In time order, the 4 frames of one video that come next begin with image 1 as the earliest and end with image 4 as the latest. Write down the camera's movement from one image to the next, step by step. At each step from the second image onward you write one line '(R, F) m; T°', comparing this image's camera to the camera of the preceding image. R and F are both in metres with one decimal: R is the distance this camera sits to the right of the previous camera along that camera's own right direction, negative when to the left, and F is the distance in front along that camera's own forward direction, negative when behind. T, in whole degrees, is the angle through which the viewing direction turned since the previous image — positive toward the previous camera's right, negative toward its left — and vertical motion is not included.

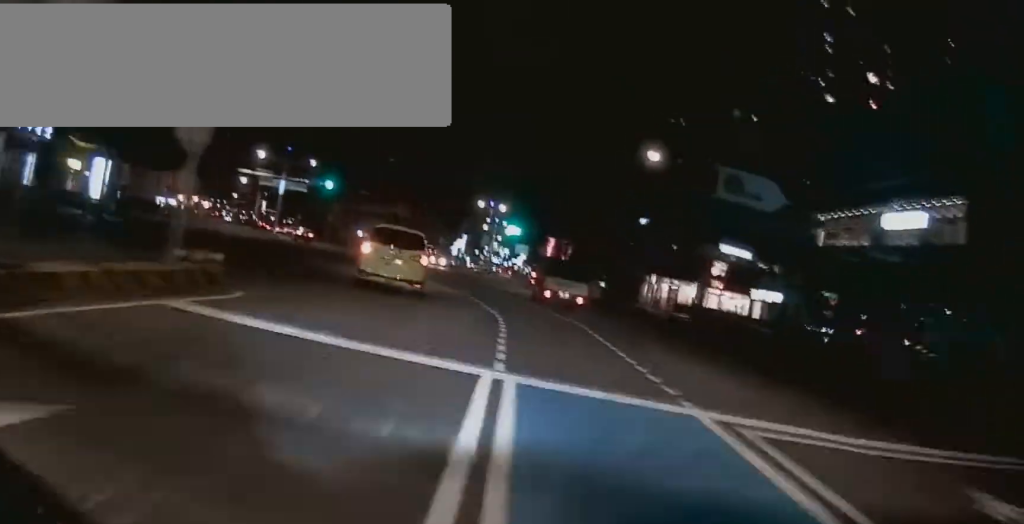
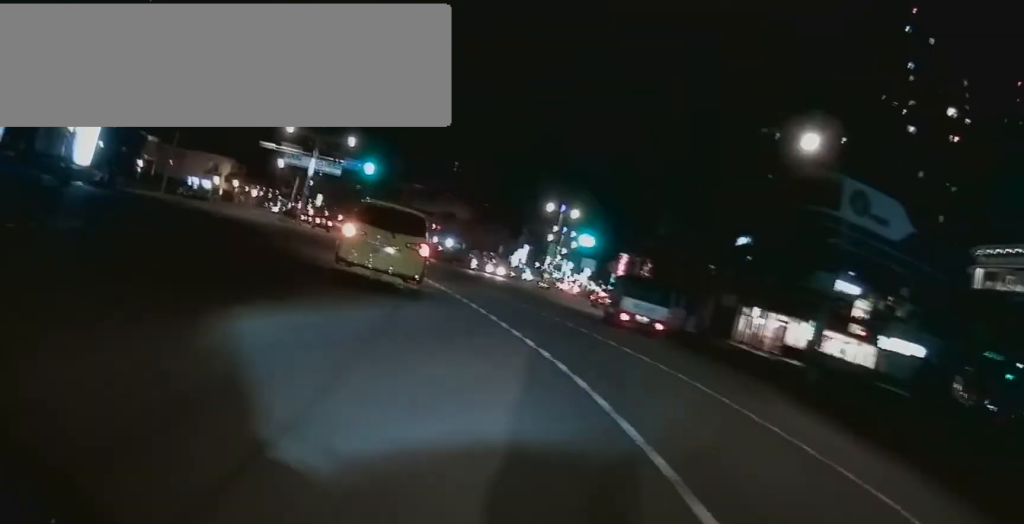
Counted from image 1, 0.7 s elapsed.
(-1.2, +14.2) m; -2°
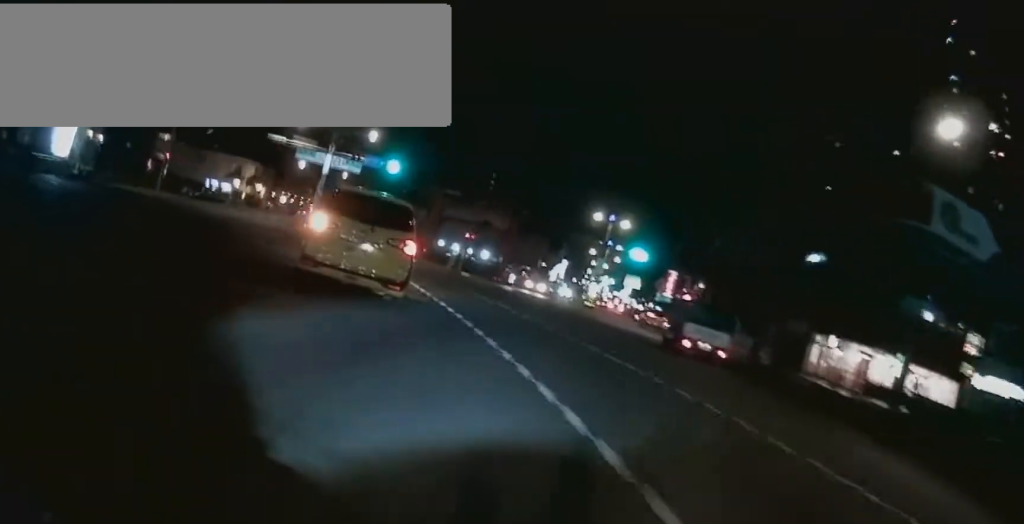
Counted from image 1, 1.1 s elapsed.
(+0.1, +9.1) m; 0°
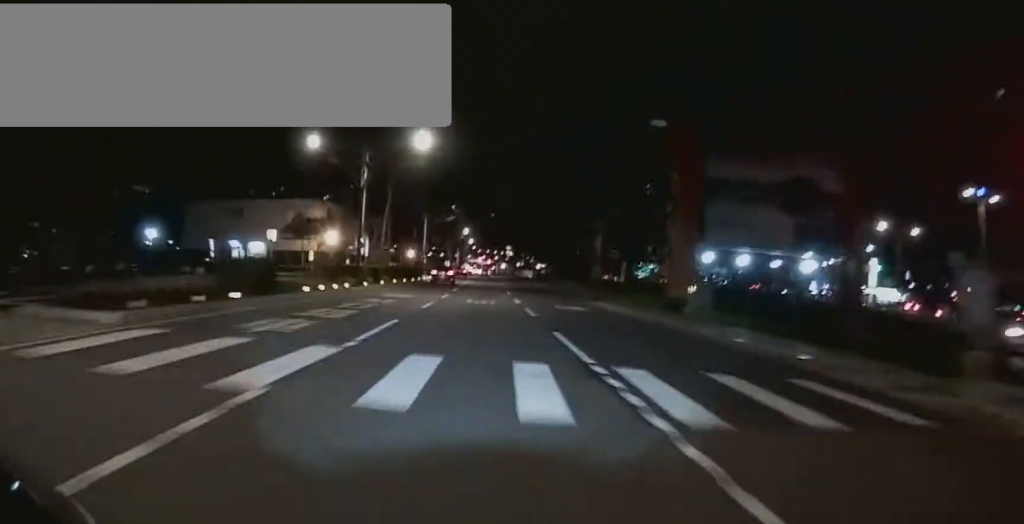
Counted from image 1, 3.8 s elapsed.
(+3.9, +58.8) m; +2°
